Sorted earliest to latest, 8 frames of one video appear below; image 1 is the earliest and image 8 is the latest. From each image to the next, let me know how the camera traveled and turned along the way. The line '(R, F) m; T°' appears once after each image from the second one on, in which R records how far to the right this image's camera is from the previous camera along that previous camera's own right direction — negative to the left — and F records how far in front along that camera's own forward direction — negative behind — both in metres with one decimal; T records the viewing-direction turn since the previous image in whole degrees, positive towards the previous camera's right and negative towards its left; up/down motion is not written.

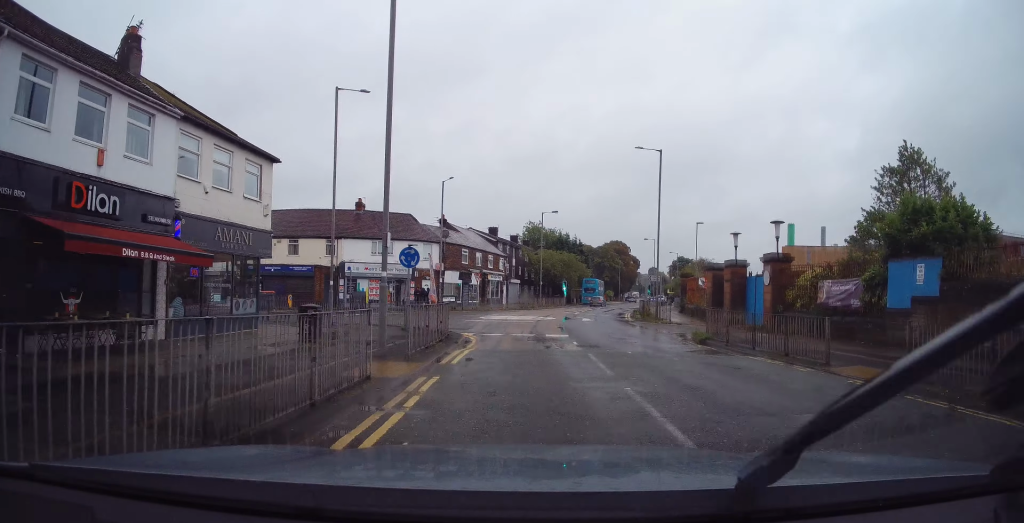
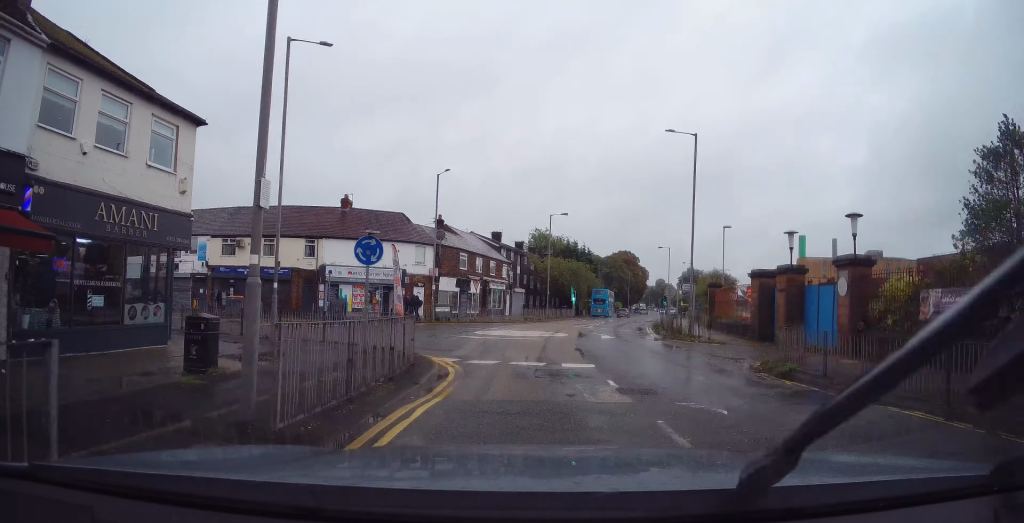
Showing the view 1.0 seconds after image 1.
(0.0, +5.9) m; 0°
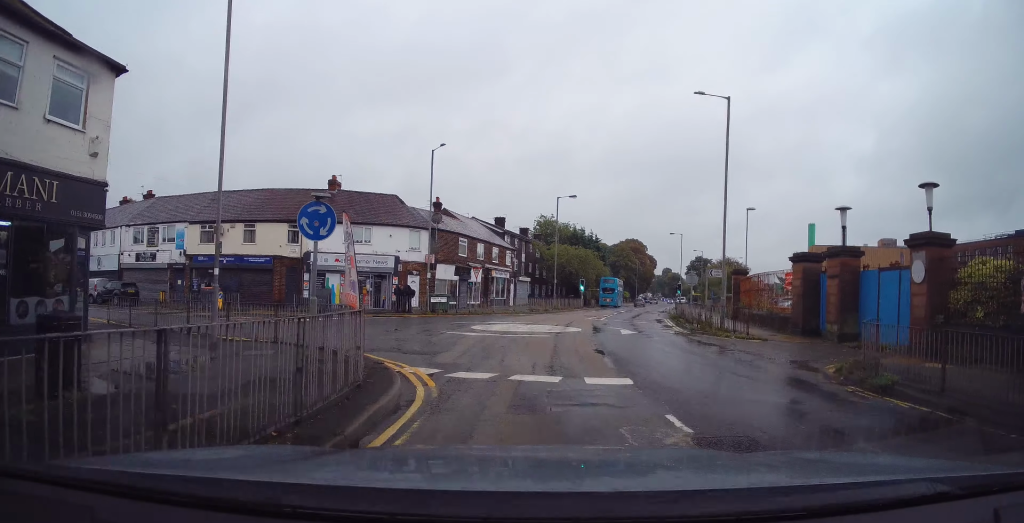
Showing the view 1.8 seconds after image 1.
(0.0, +4.1) m; -2°
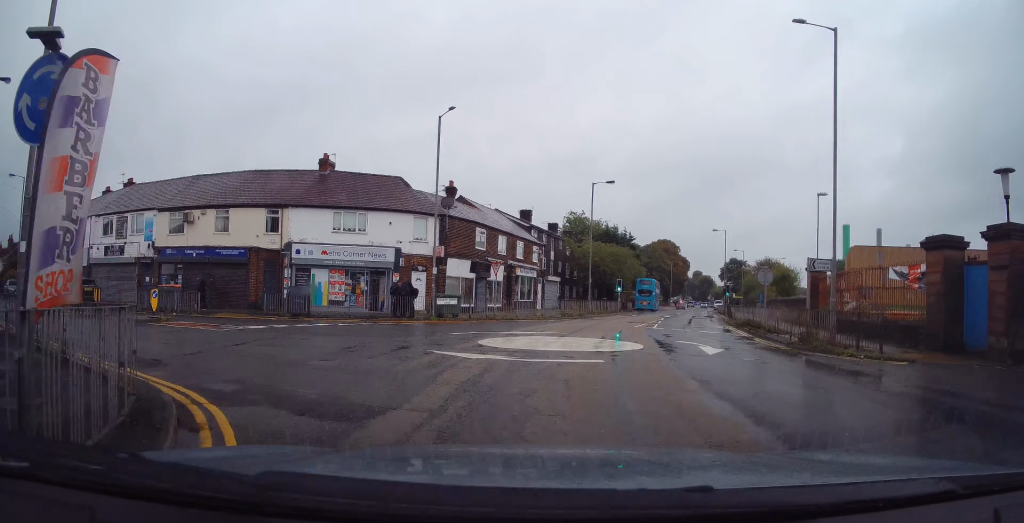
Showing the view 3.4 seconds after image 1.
(+0.1, +7.0) m; -2°
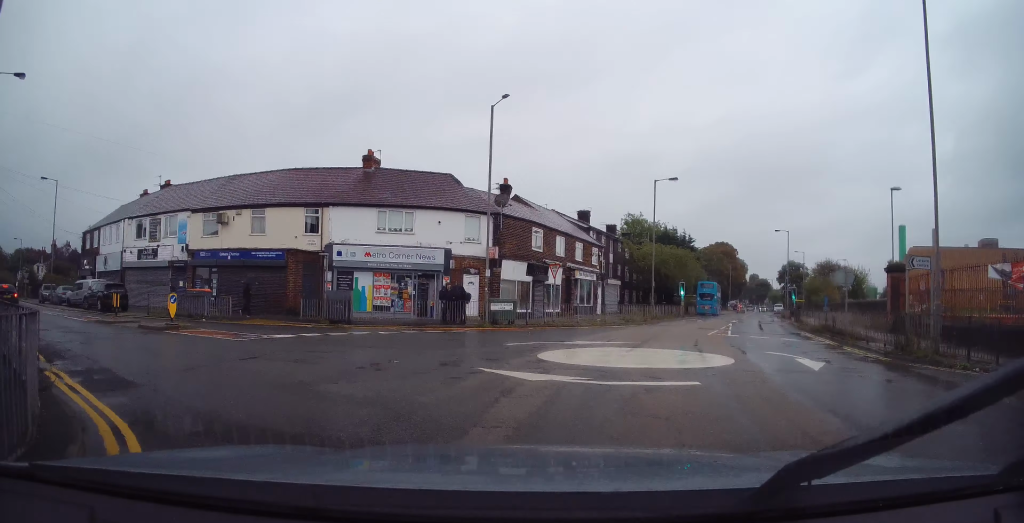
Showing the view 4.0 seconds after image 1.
(+0.3, +2.2) m; -6°
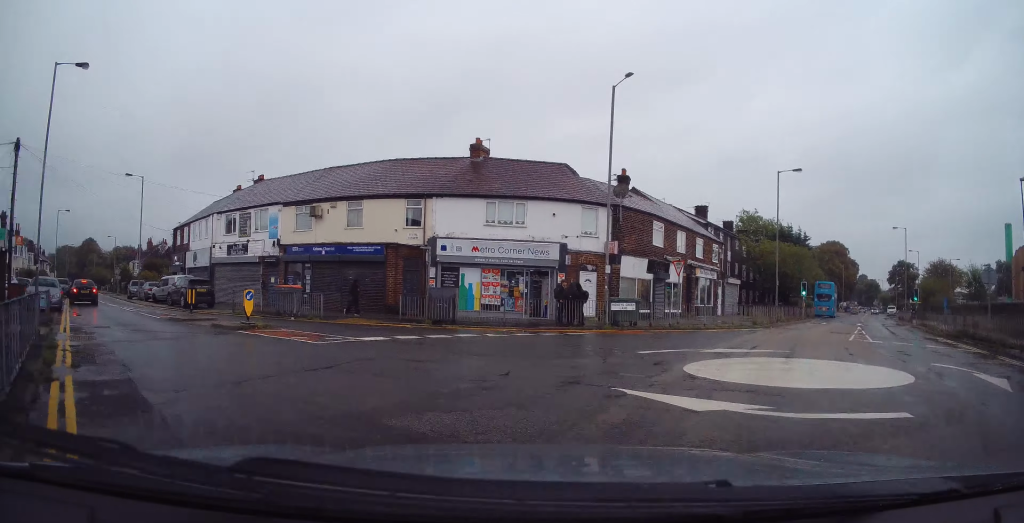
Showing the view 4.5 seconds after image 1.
(-0.5, +2.2) m; -12°
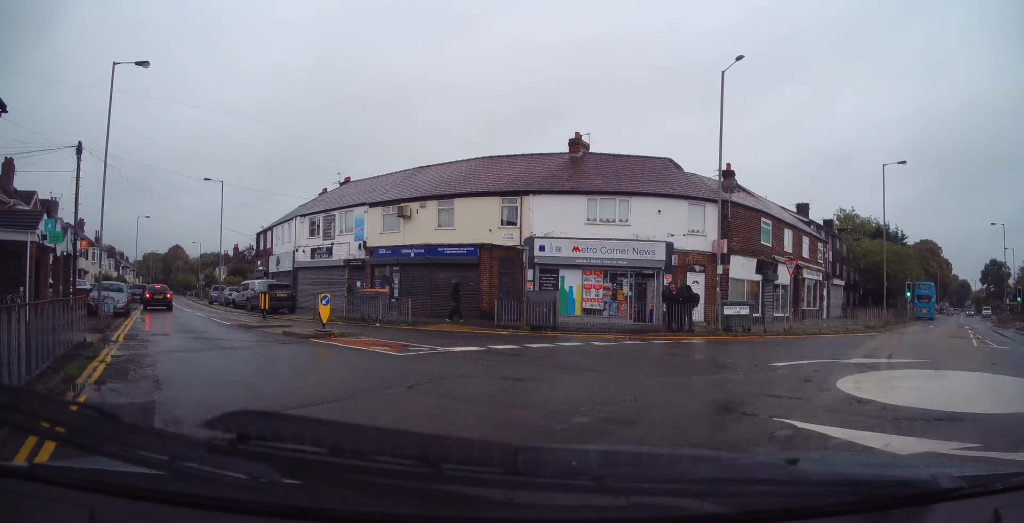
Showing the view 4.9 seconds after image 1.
(0.0, +1.7) m; -9°
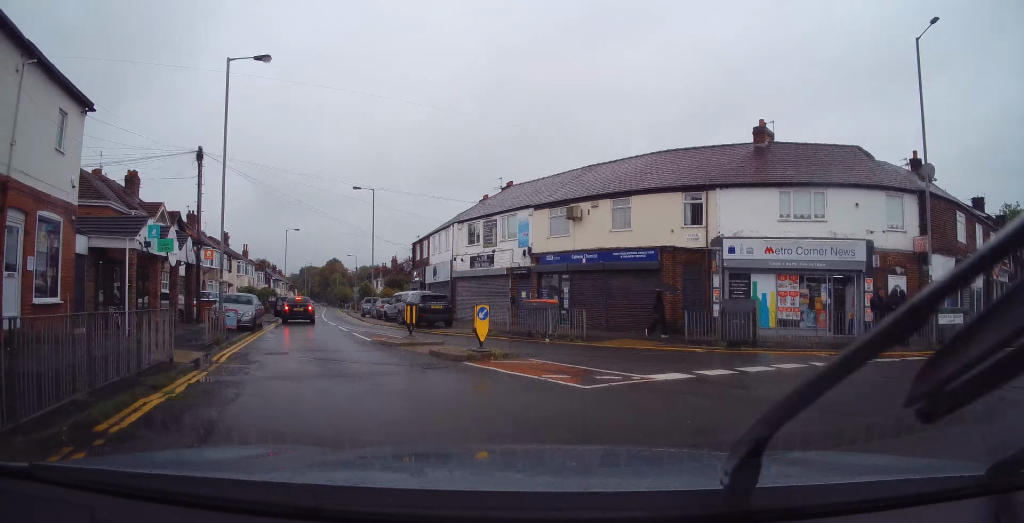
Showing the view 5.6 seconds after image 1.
(-0.4, +2.8) m; -11°
